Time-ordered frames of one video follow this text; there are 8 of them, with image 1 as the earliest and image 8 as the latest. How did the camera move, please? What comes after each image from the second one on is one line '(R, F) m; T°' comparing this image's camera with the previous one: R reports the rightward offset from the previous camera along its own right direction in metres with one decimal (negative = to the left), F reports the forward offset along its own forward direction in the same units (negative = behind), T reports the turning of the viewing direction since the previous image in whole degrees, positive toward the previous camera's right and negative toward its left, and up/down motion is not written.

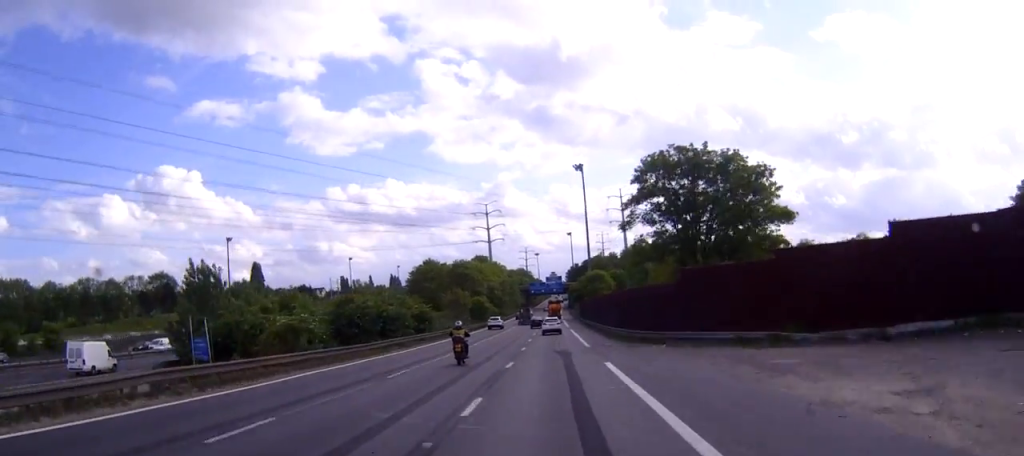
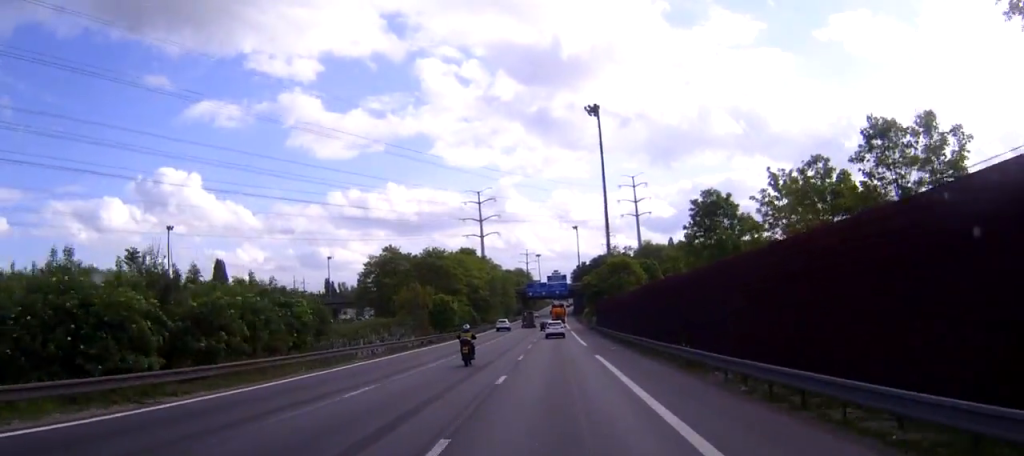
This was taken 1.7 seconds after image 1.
(-0.1, +44.1) m; 0°
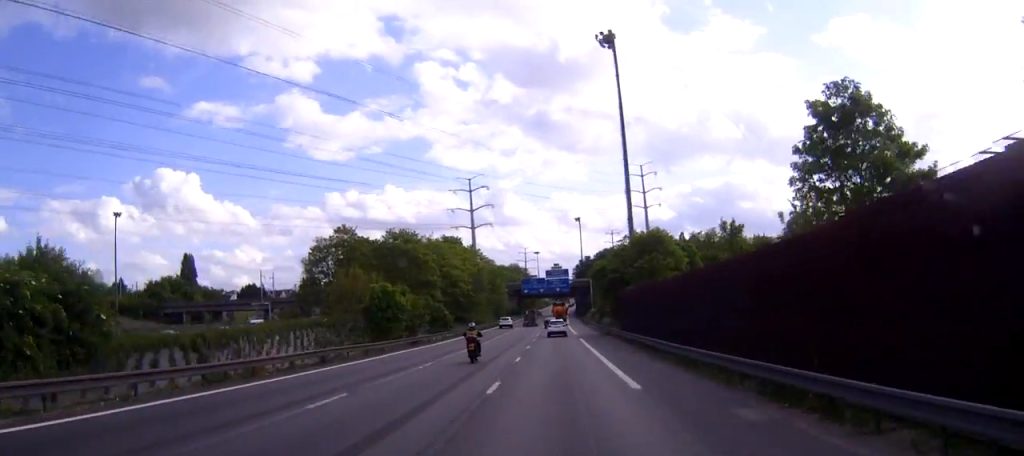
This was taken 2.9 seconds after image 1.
(-0.1, +29.0) m; 0°
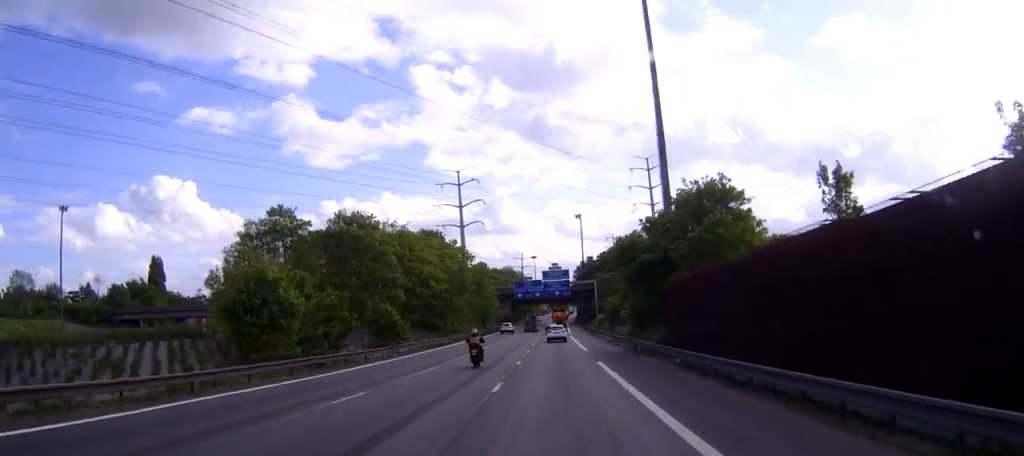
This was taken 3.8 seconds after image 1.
(+0.1, +24.0) m; 0°
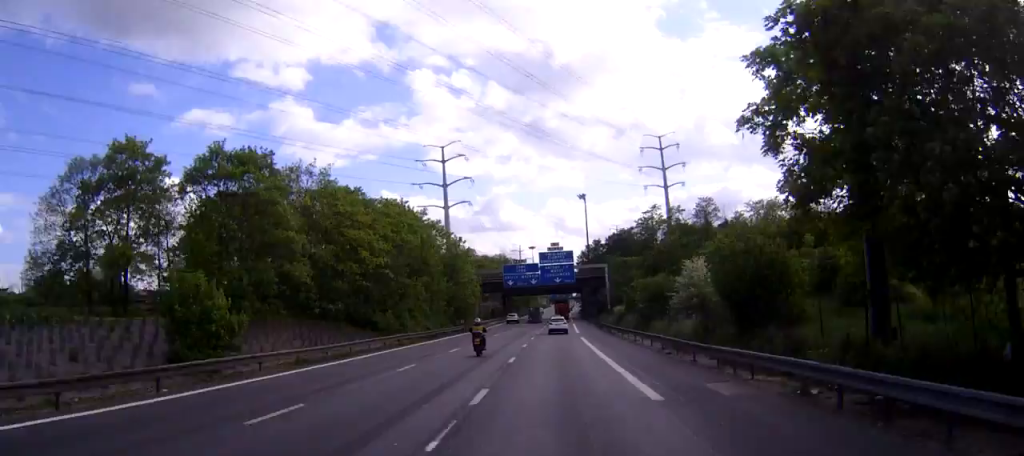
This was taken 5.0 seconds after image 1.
(-0.1, +30.9) m; 0°
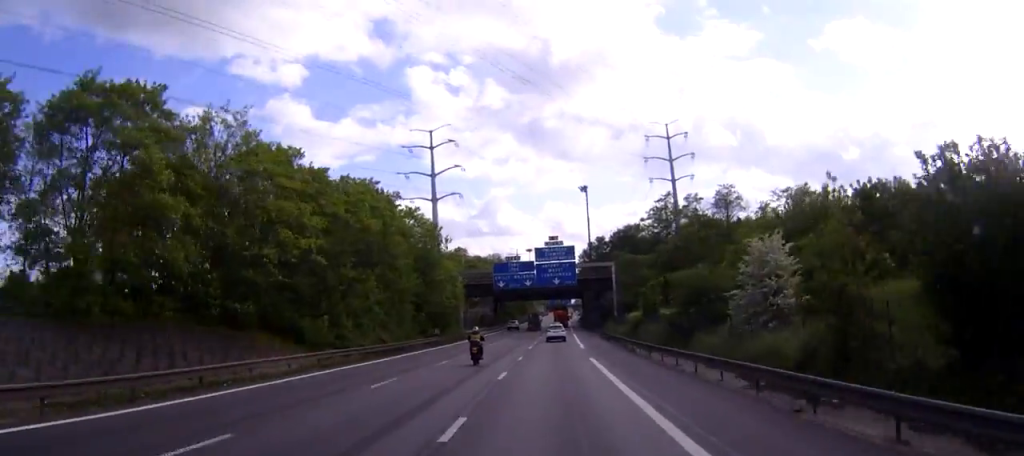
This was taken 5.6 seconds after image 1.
(0.0, +16.3) m; 0°
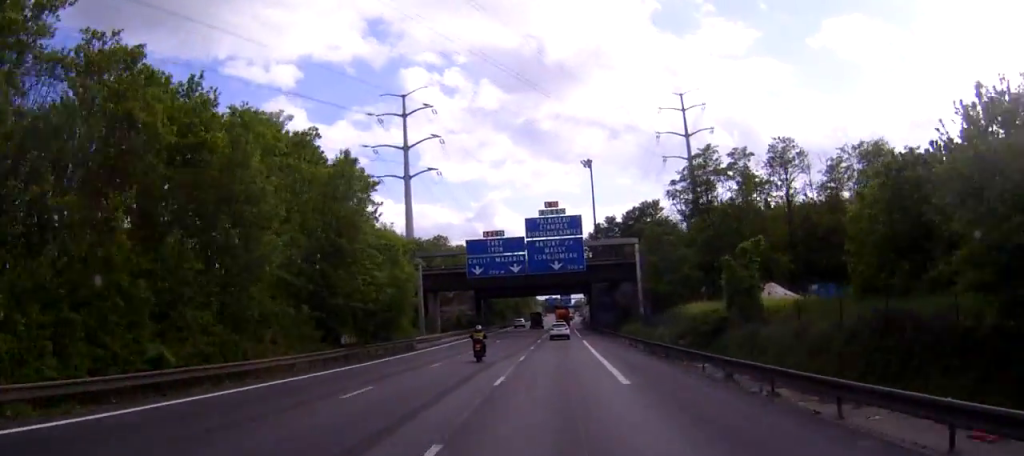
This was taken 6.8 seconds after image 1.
(+0.2, +29.0) m; 0°
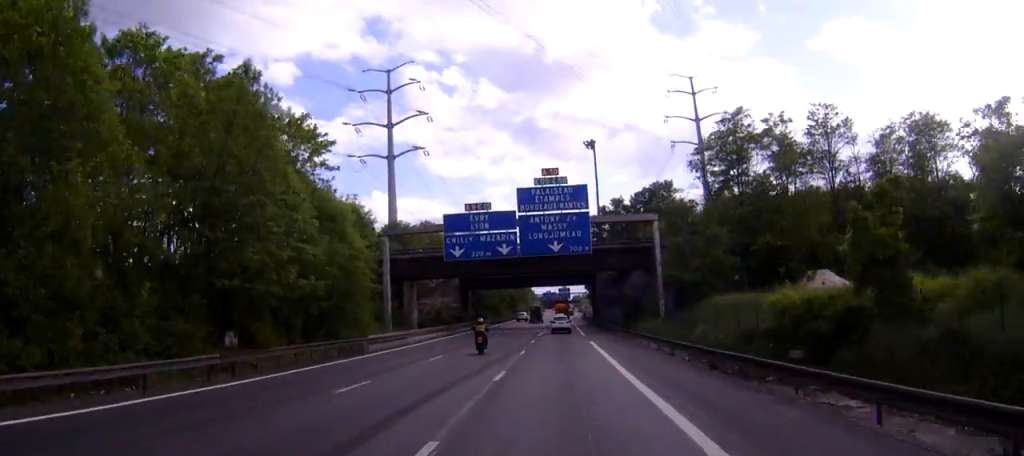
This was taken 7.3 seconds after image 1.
(-0.1, +13.7) m; 0°
